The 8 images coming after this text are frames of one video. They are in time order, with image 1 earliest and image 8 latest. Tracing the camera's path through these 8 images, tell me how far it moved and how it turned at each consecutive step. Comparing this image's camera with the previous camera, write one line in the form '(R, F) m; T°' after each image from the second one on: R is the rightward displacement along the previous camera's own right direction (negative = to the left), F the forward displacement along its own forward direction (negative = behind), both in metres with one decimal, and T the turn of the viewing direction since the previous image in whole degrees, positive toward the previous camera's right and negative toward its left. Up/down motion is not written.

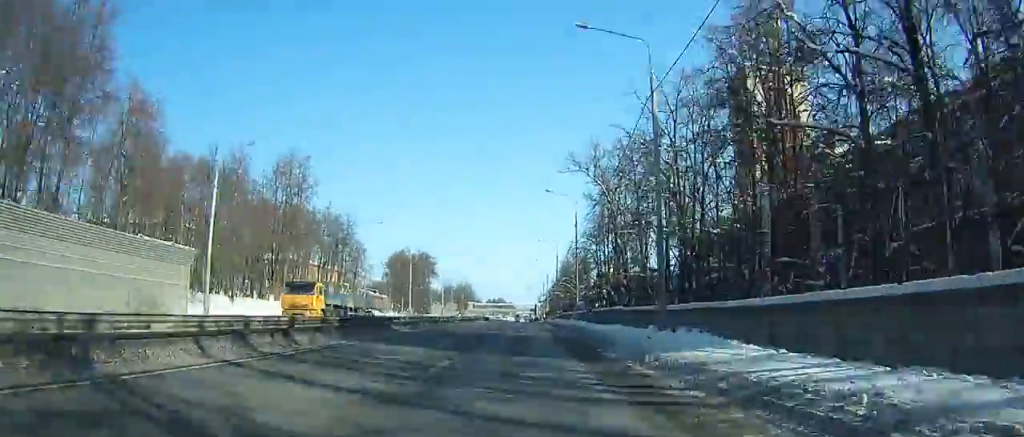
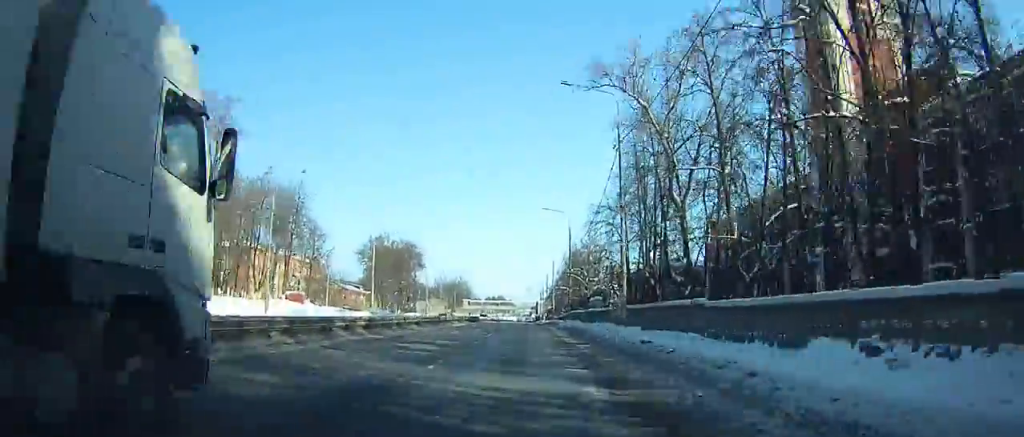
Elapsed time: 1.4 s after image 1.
(0.0, +24.4) m; +1°
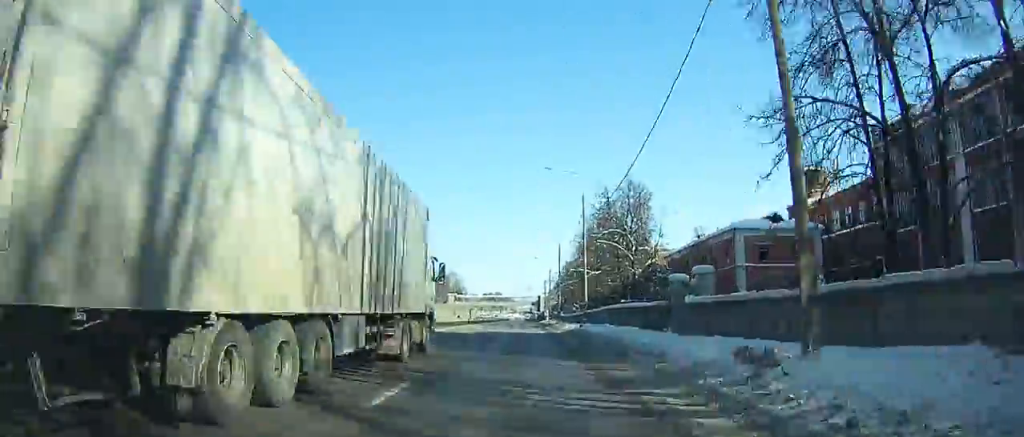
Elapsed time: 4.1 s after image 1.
(+0.2, +47.3) m; +4°
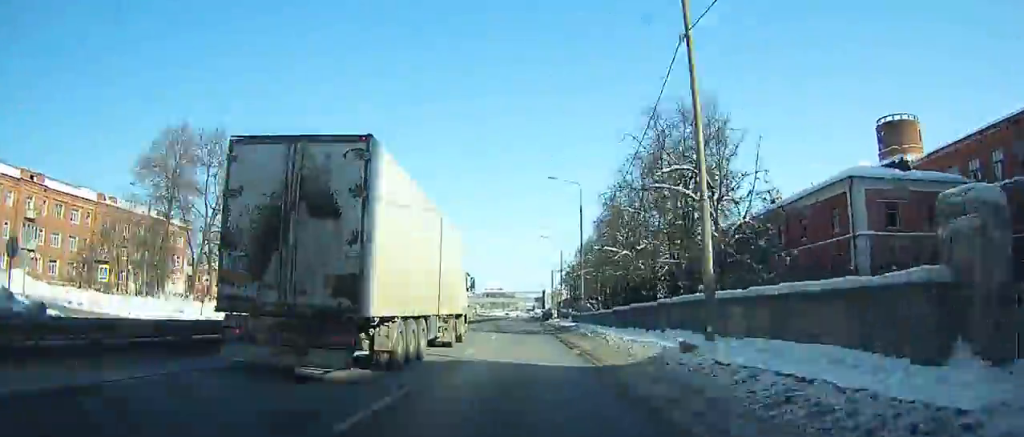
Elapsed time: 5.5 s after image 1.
(+2.1, +24.9) m; -3°
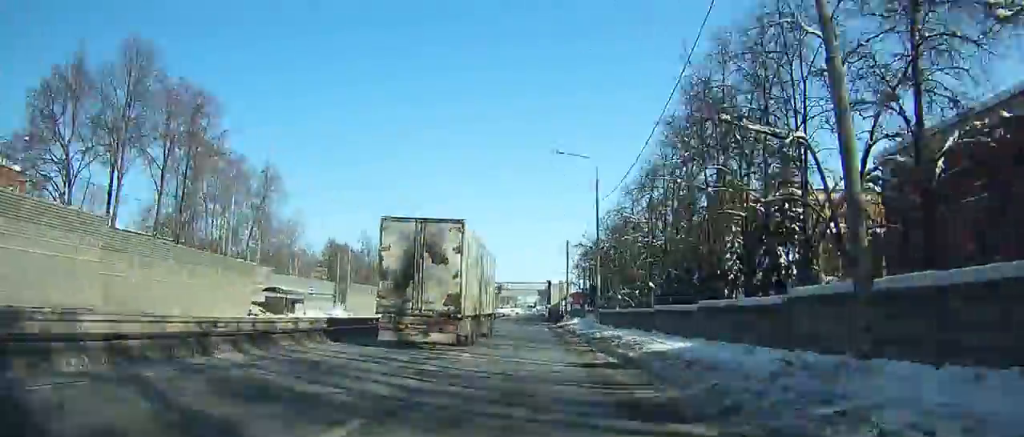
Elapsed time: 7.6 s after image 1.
(+1.0, +37.4) m; -4°
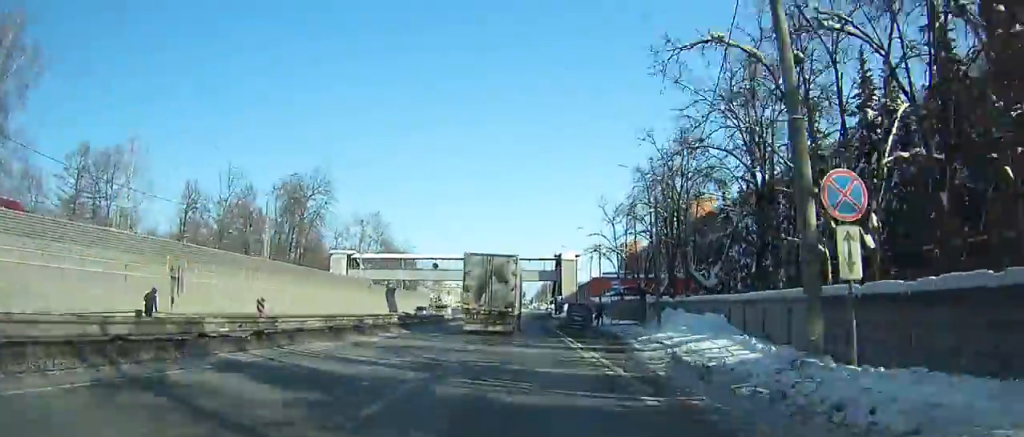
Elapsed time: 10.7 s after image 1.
(-6.5, +56.8) m; -3°
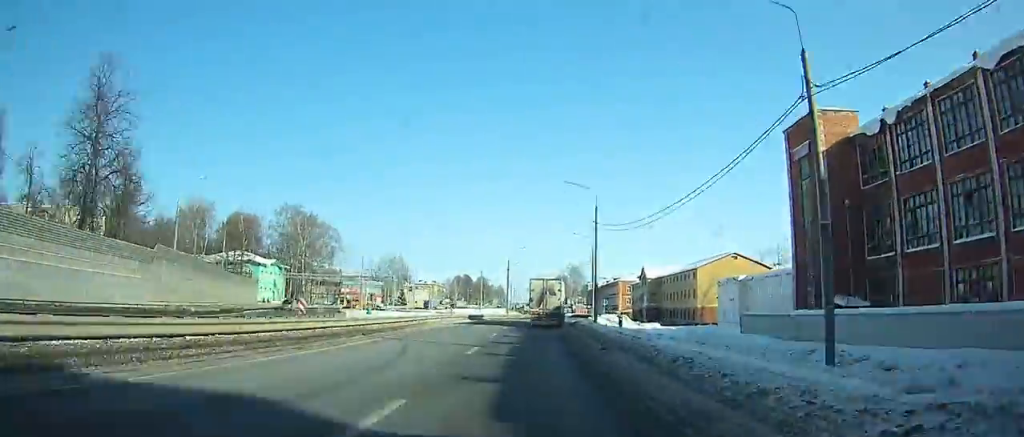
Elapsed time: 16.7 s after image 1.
(+7.2, +110.6) m; +5°
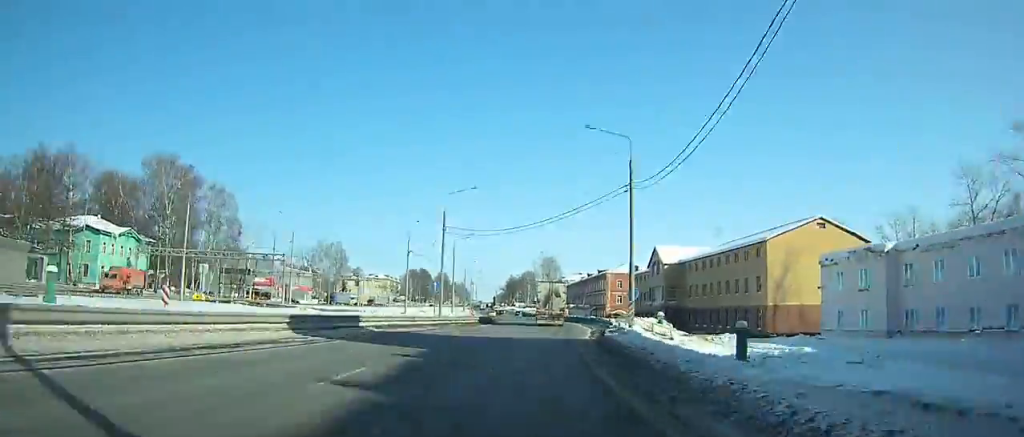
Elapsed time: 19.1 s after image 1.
(+0.4, +44.0) m; +3°
